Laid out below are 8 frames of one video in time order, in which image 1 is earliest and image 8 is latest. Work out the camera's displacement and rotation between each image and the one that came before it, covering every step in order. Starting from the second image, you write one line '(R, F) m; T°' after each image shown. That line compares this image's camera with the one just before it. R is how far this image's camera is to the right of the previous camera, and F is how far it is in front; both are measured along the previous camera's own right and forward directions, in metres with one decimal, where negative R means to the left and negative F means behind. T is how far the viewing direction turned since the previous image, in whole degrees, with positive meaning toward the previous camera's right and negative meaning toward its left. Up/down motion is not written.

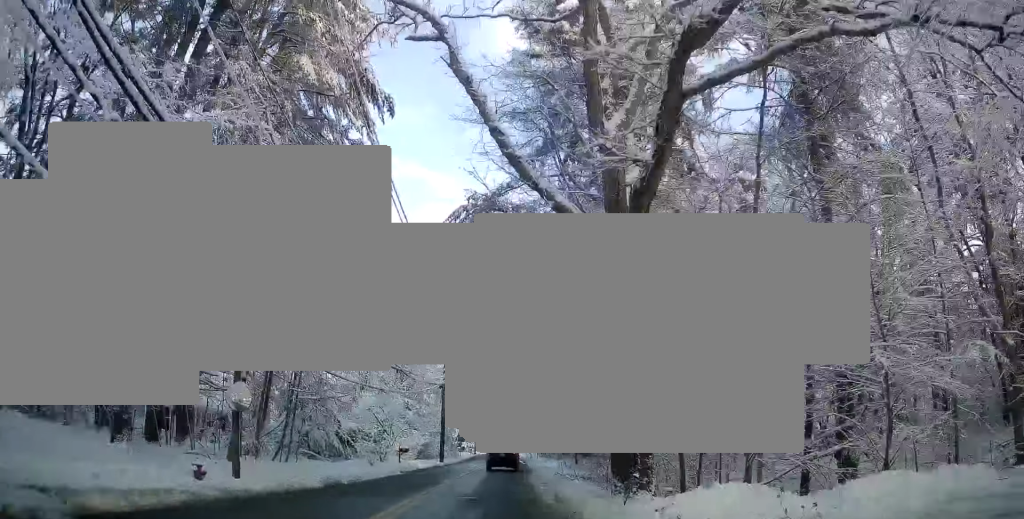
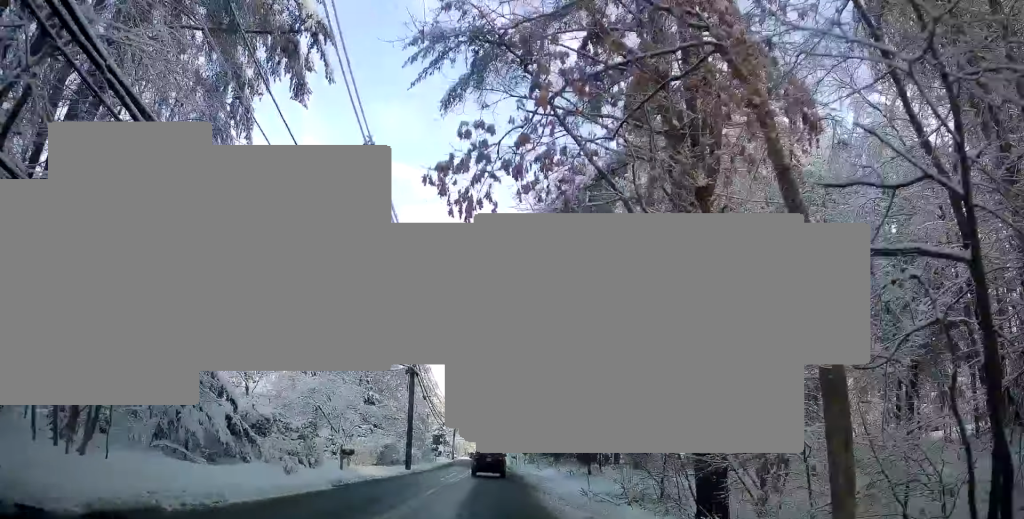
(-0.3, +10.7) m; 0°
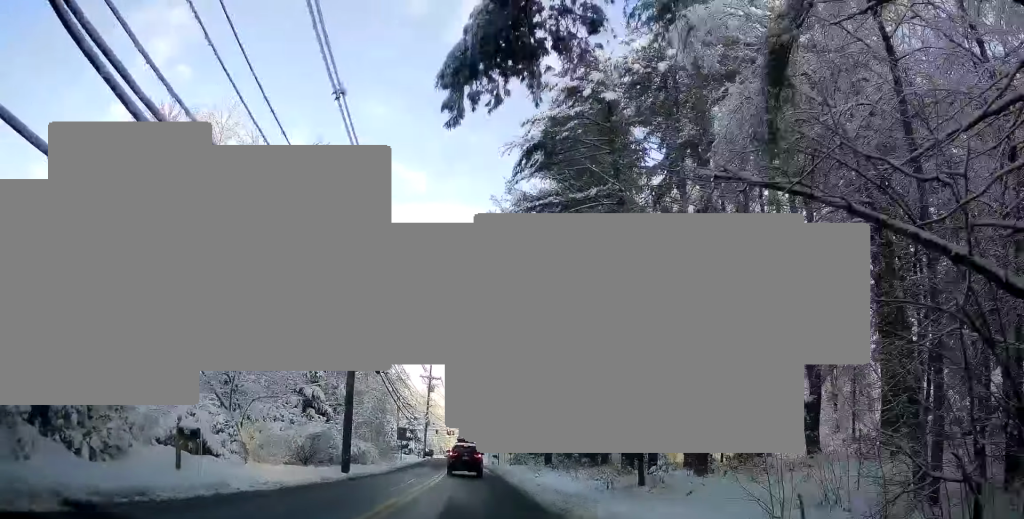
(+0.3, +12.7) m; +2°
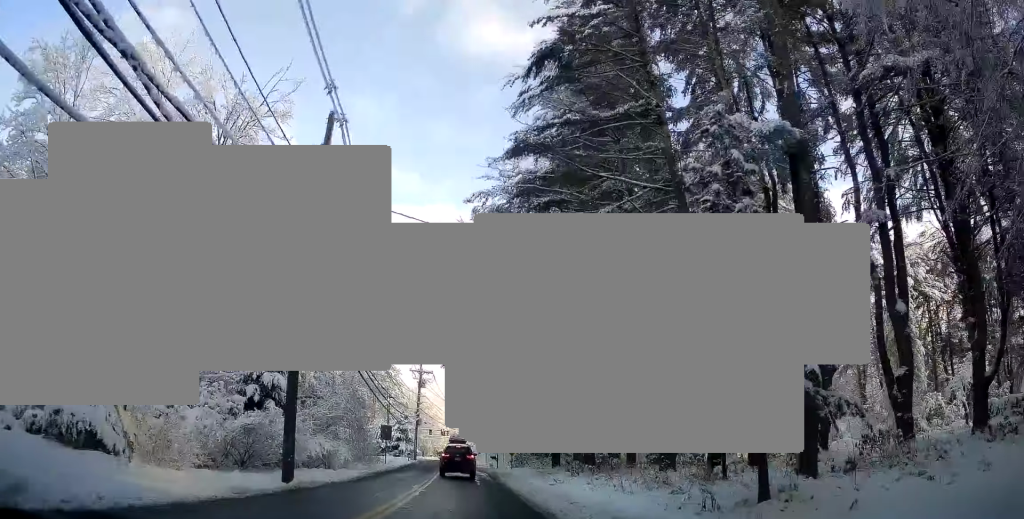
(0.0, +7.8) m; +1°
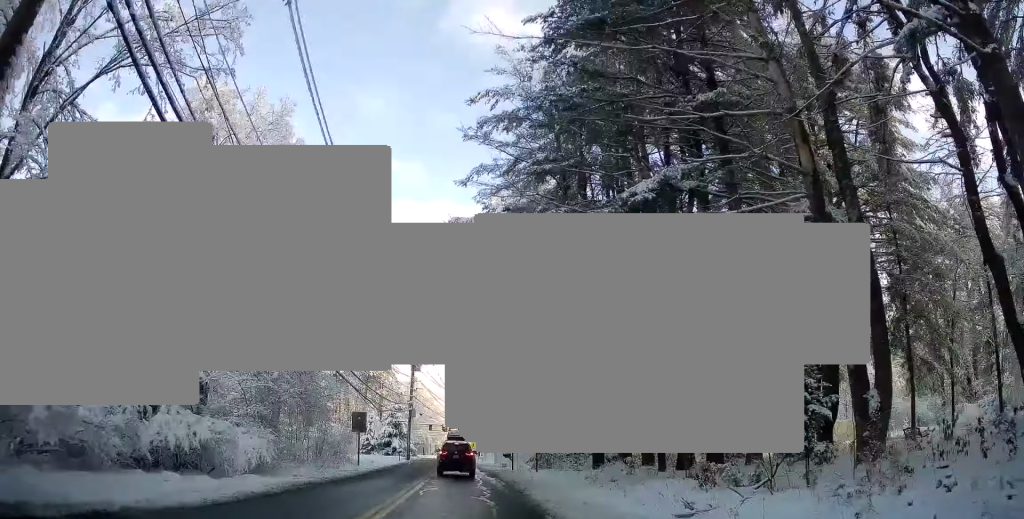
(+0.3, +14.5) m; +2°
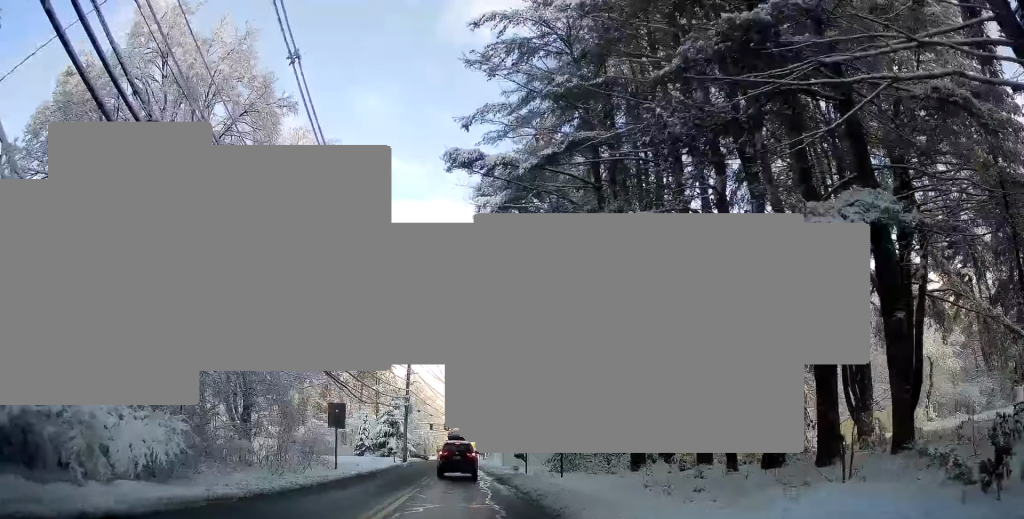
(0.0, +7.4) m; 0°
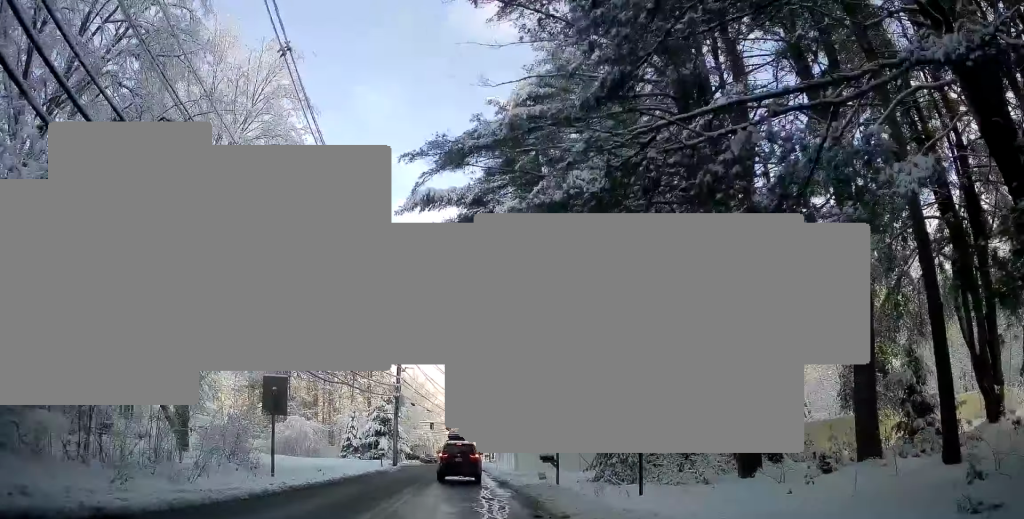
(0.0, +10.8) m; 0°
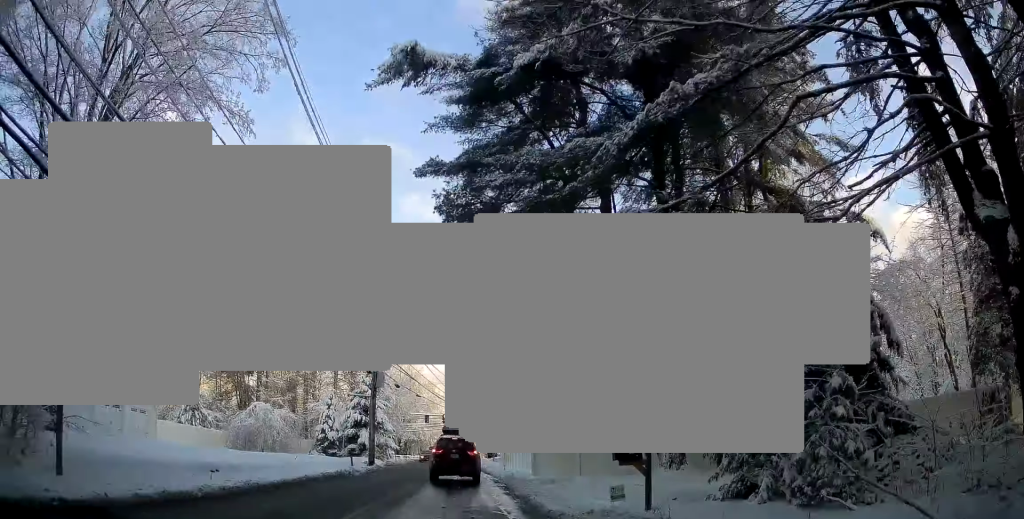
(0.0, +12.2) m; 0°
